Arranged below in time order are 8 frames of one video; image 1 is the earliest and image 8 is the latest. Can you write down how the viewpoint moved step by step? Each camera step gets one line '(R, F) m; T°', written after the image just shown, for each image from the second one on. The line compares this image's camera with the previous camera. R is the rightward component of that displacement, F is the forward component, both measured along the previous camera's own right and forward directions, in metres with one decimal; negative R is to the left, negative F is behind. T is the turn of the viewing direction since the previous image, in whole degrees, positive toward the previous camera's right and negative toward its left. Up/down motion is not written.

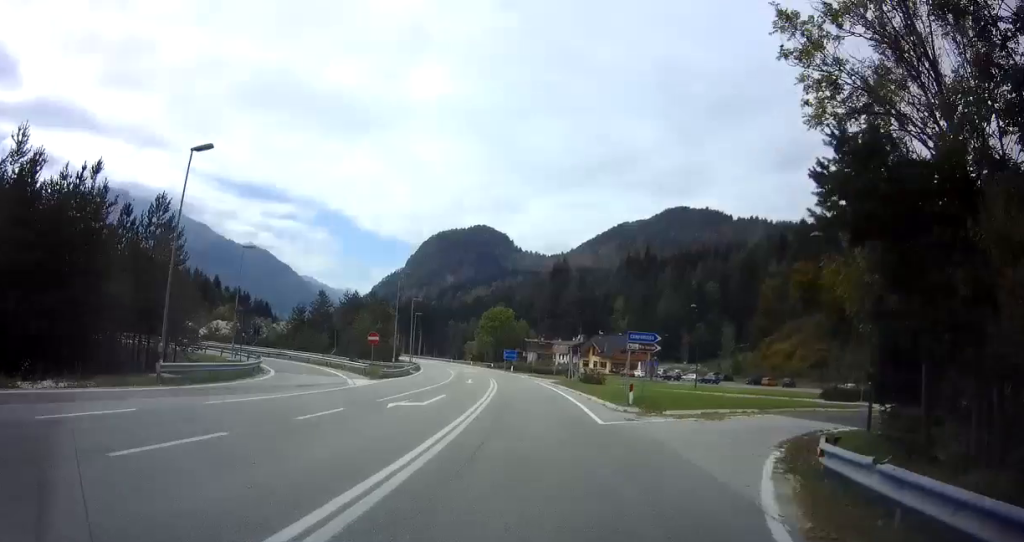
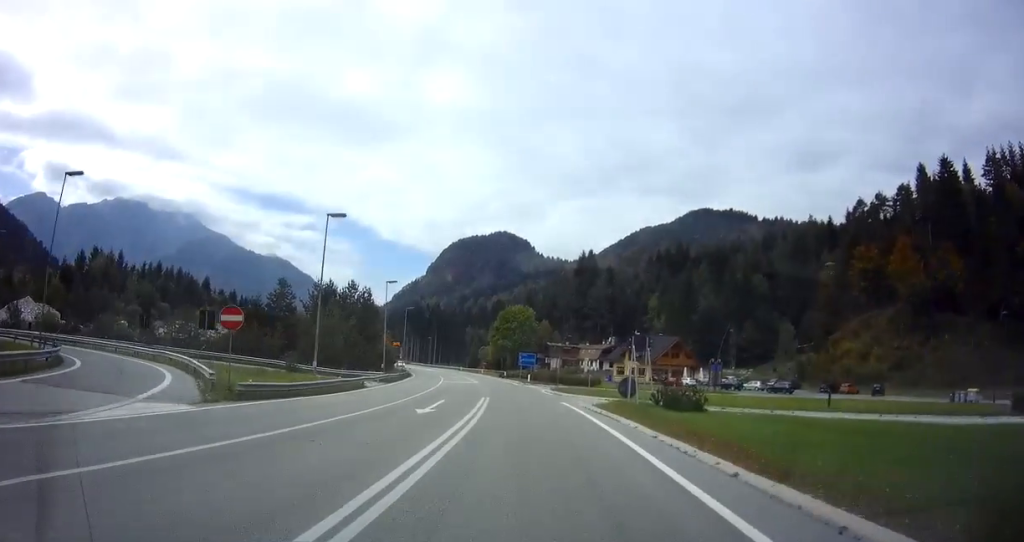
(-0.9, +20.5) m; -4°
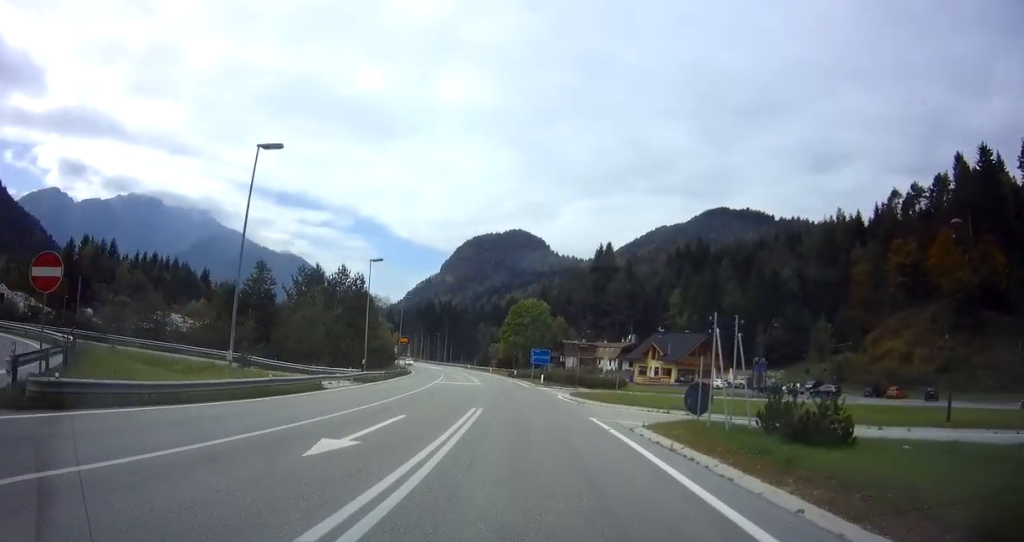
(0.0, +9.1) m; -2°
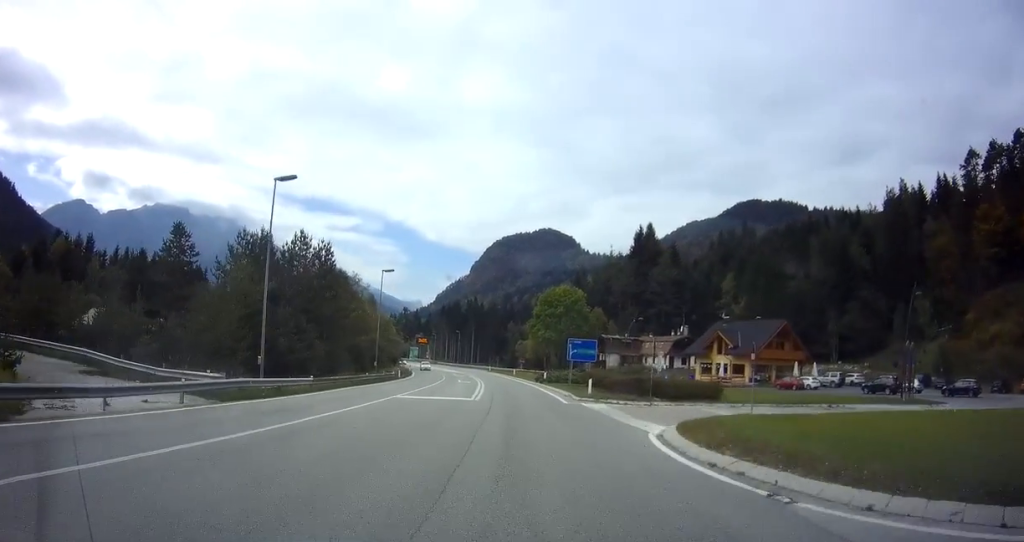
(-0.8, +19.6) m; -3°
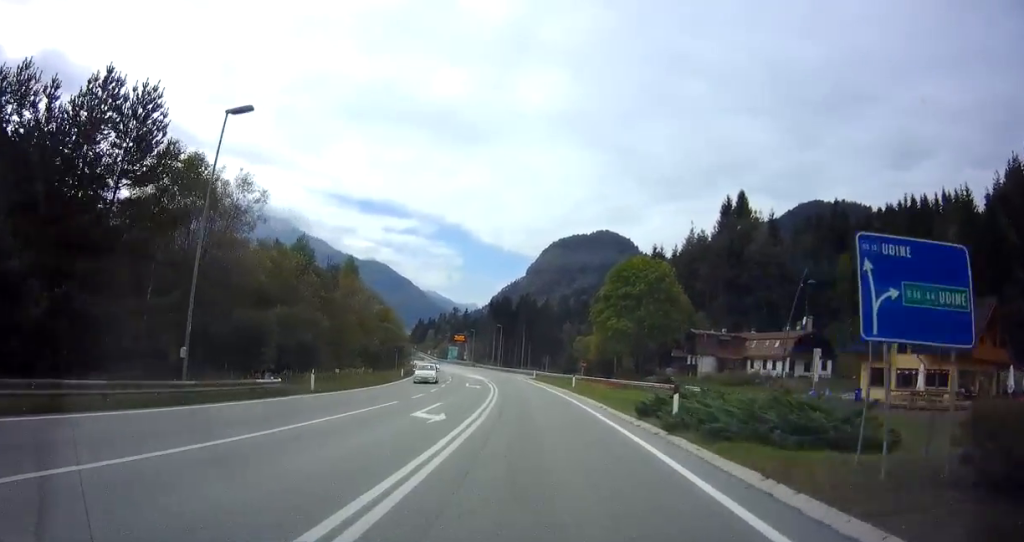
(-1.0, +30.9) m; -5°
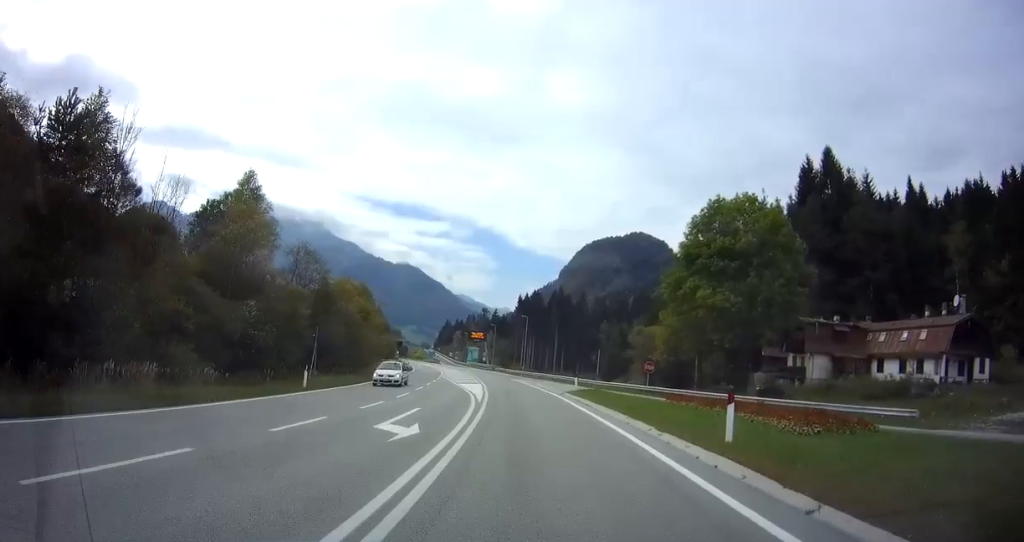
(-1.1, +25.3) m; -4°
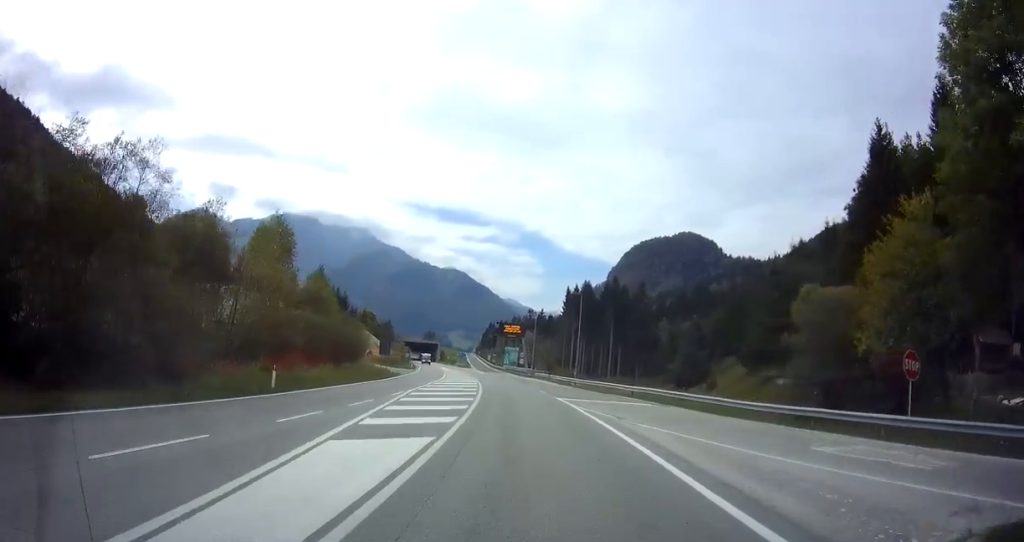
(-1.1, +29.5) m; -6°
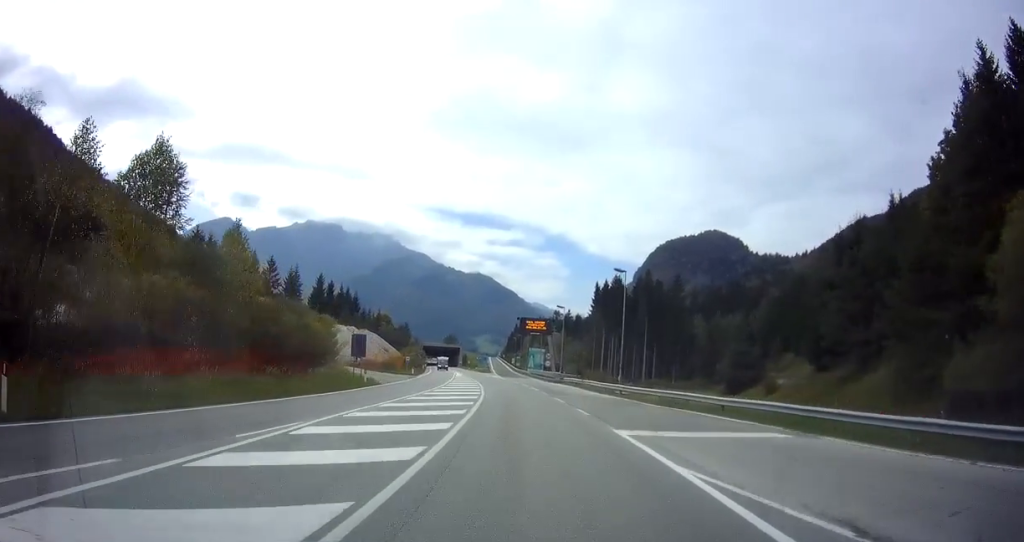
(-0.5, +13.5) m; -3°
